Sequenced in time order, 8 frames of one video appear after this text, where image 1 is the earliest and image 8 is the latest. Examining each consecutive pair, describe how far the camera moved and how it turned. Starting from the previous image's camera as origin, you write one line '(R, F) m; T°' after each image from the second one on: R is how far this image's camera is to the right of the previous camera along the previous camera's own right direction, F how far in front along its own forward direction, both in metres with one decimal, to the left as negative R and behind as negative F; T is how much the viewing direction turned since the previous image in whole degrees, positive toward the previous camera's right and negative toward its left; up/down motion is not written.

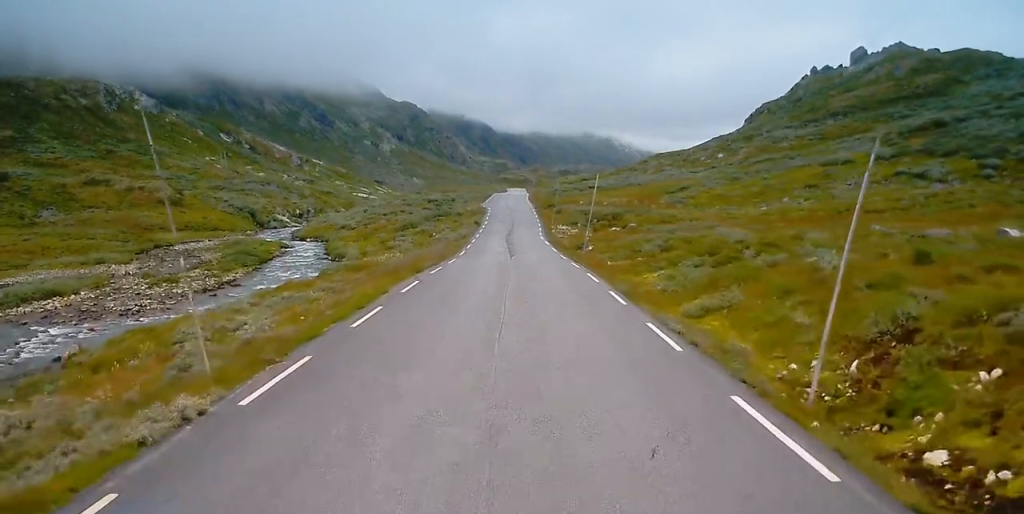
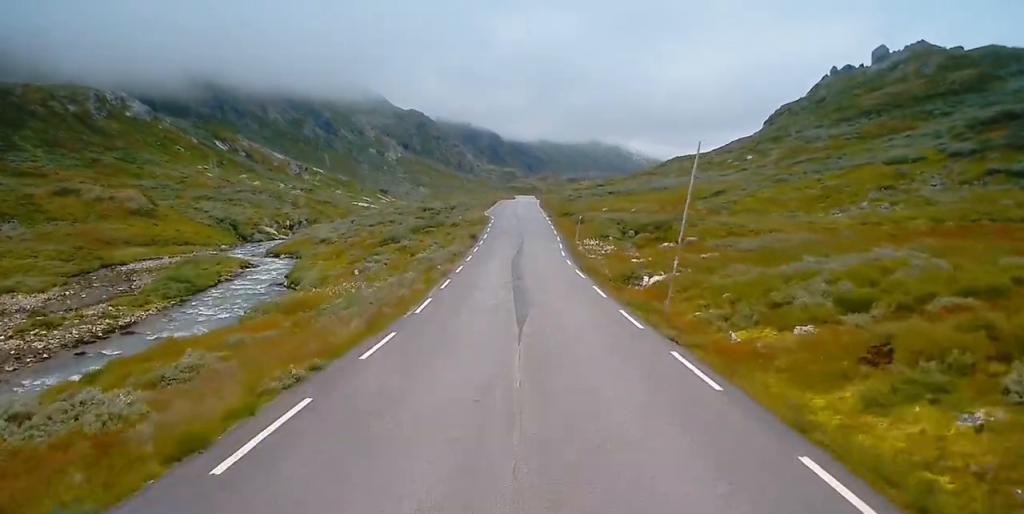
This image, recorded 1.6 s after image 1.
(-0.1, +20.1) m; -1°
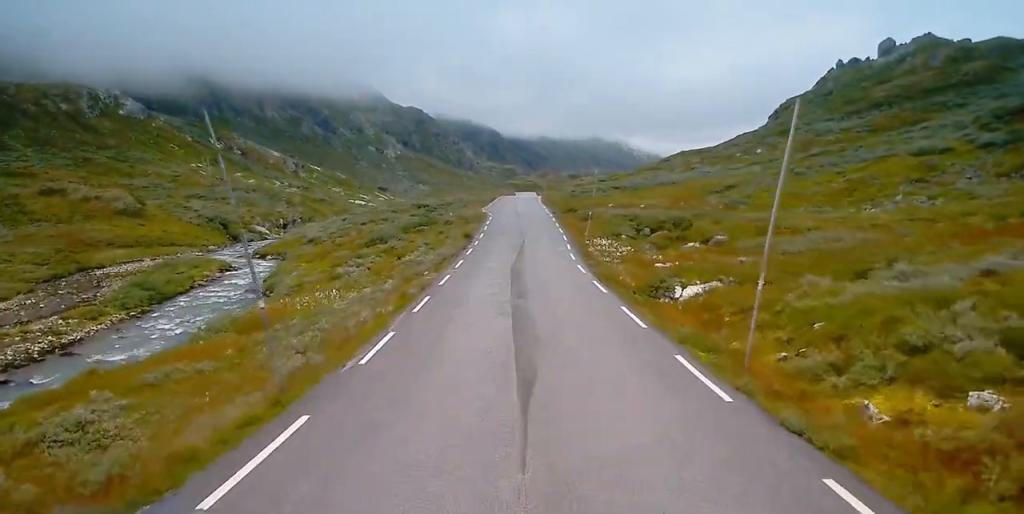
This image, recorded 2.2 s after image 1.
(-0.1, +6.8) m; 0°
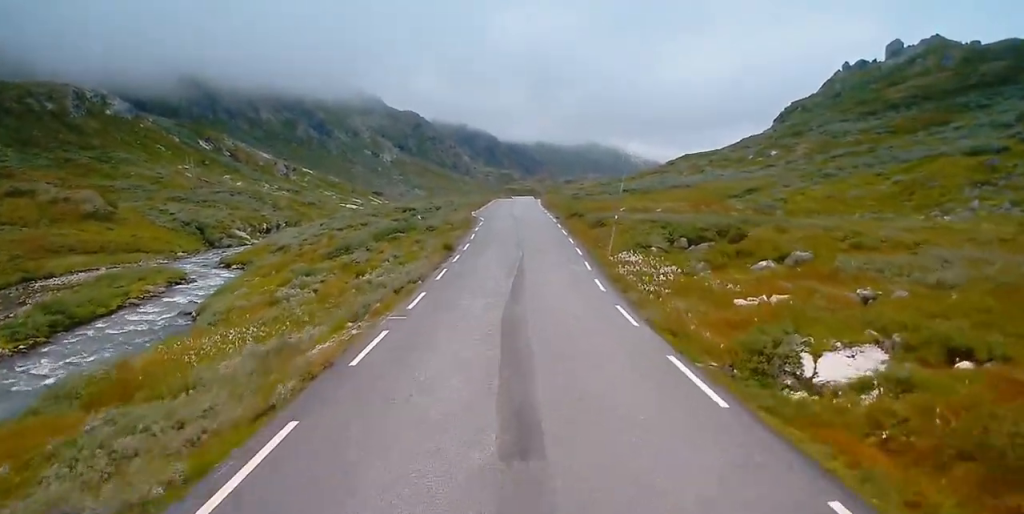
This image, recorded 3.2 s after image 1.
(+0.3, +12.8) m; +2°
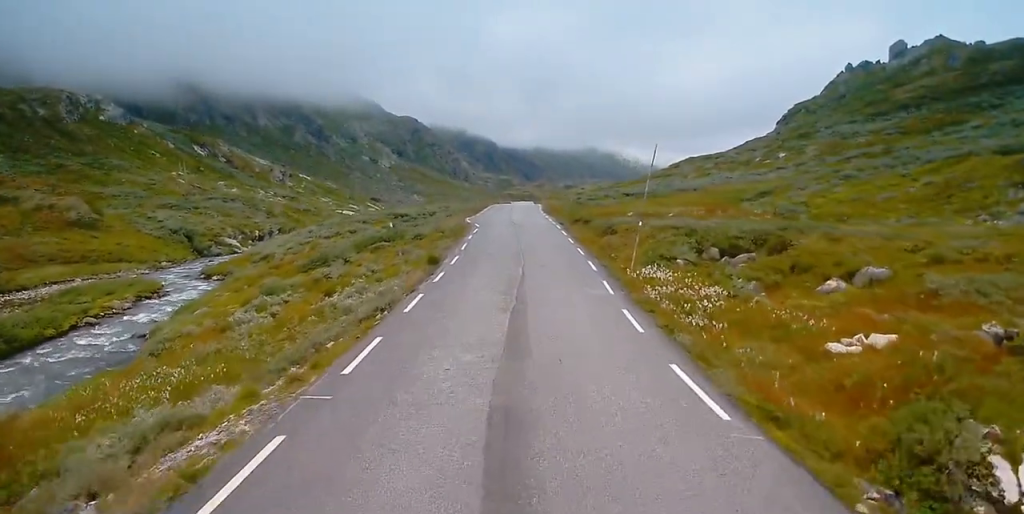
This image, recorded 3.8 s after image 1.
(+0.1, +6.6) m; 0°
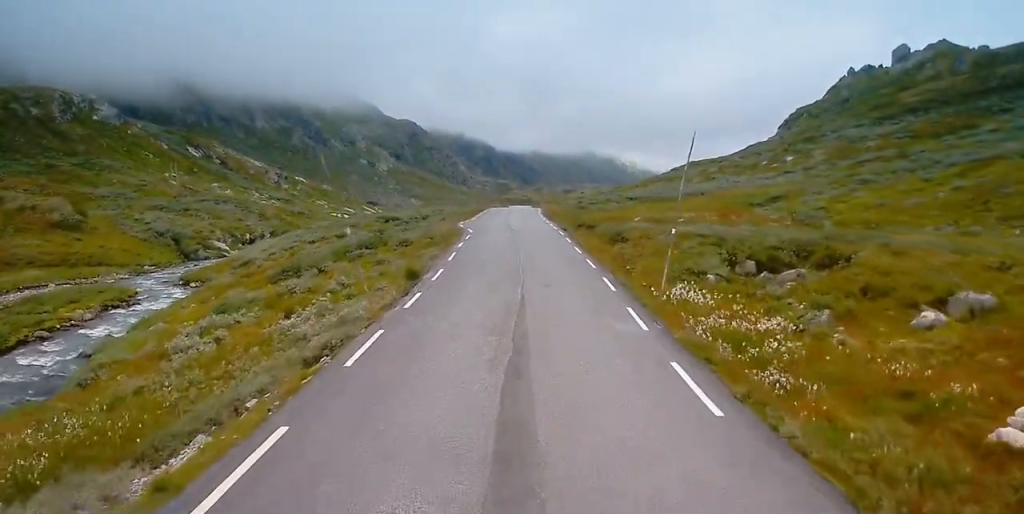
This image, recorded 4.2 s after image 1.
(+0.1, +5.8) m; 0°
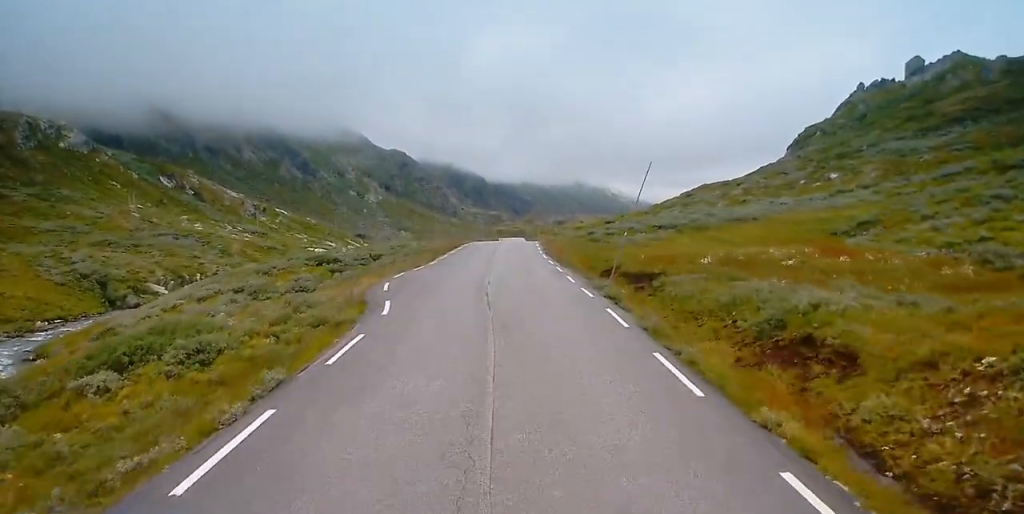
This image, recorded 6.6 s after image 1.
(-0.5, +28.9) m; 0°
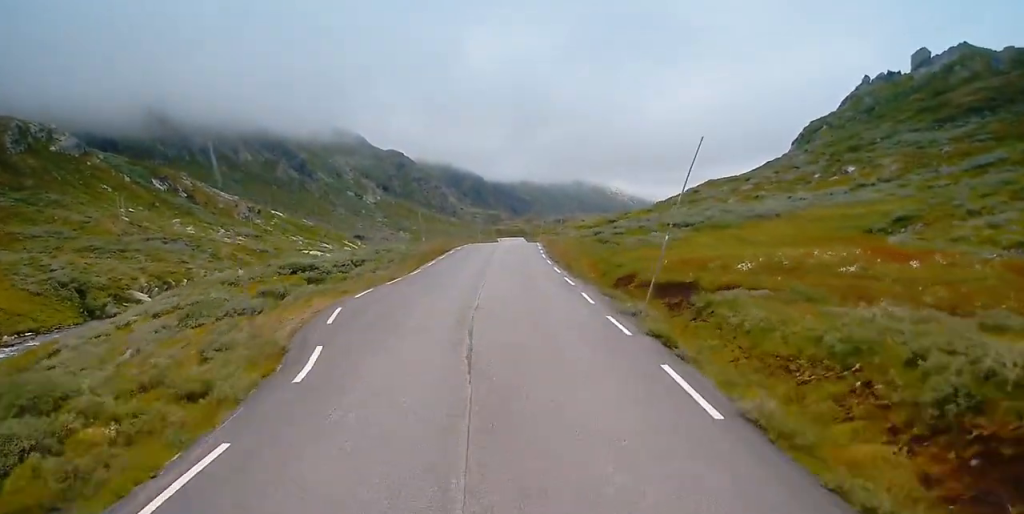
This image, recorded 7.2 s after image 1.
(0.0, +7.4) m; 0°
